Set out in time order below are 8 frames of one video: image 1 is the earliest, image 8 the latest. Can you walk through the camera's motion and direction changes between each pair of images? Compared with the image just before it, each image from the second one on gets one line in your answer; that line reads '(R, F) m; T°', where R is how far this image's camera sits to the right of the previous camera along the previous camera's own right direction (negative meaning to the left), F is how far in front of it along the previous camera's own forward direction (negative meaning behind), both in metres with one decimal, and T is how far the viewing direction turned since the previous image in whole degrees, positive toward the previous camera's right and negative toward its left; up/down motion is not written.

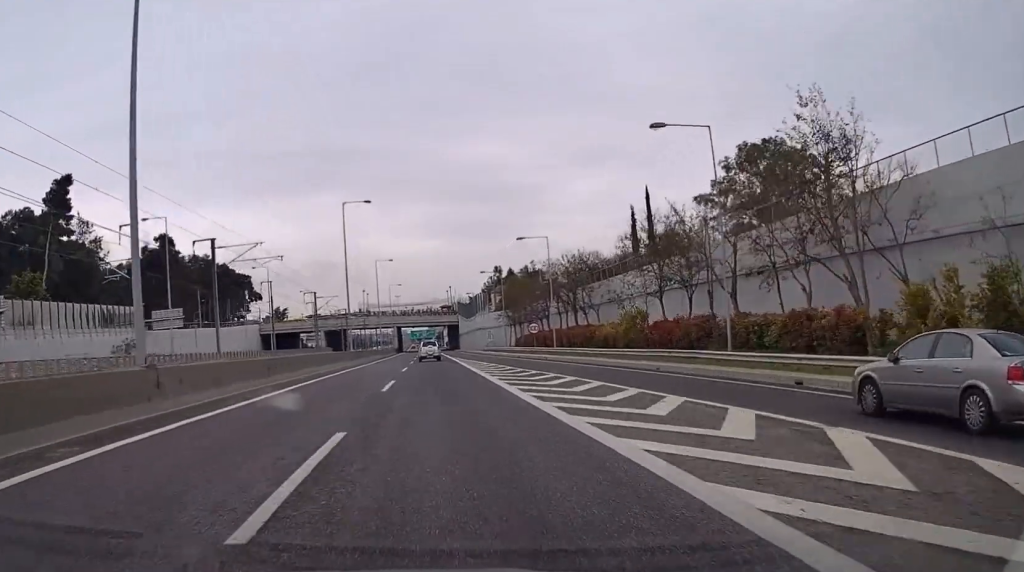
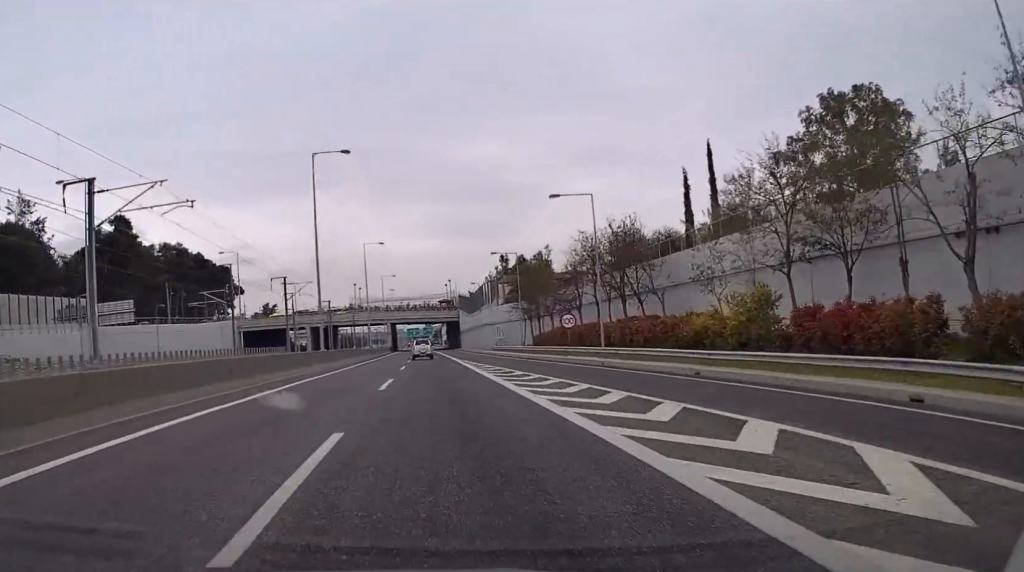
(0.0, +18.7) m; 0°
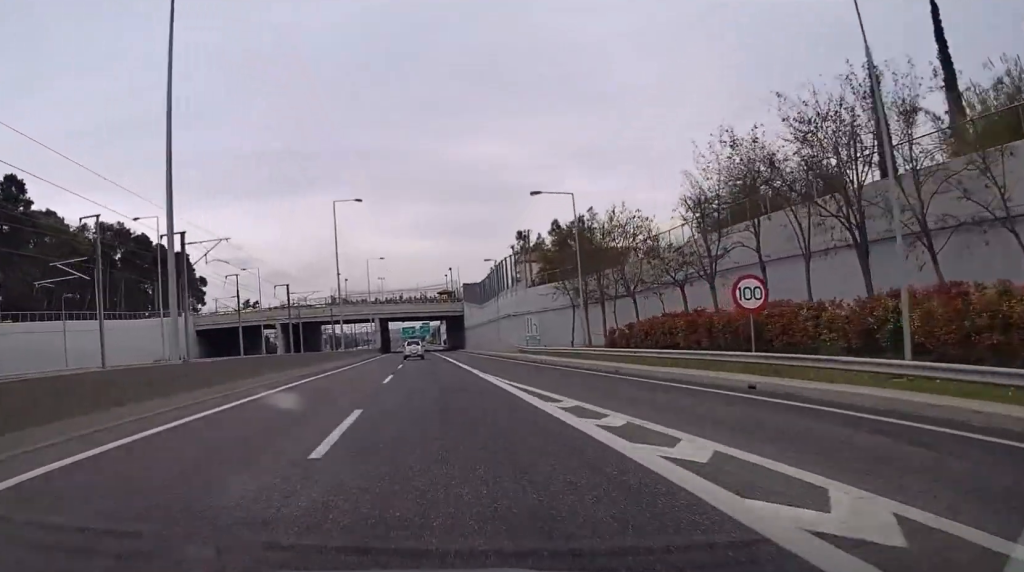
(0.0, +31.7) m; 0°
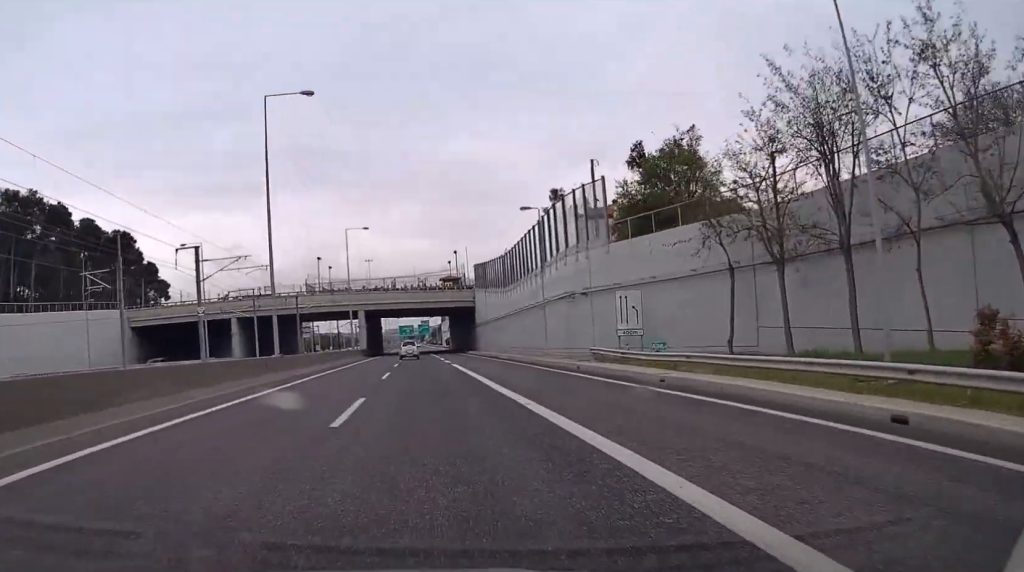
(+0.2, +32.7) m; 0°
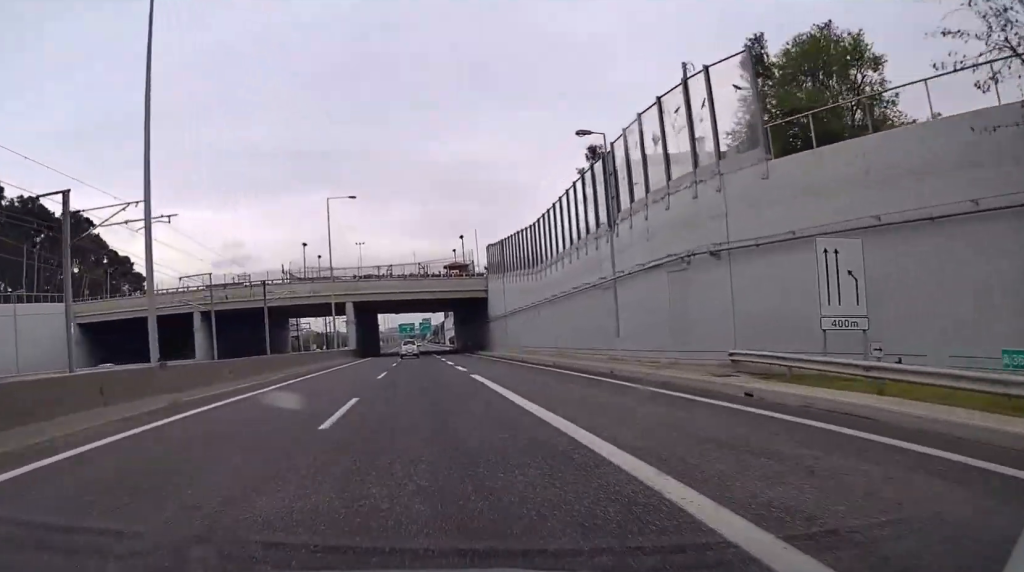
(0.0, +18.8) m; 0°
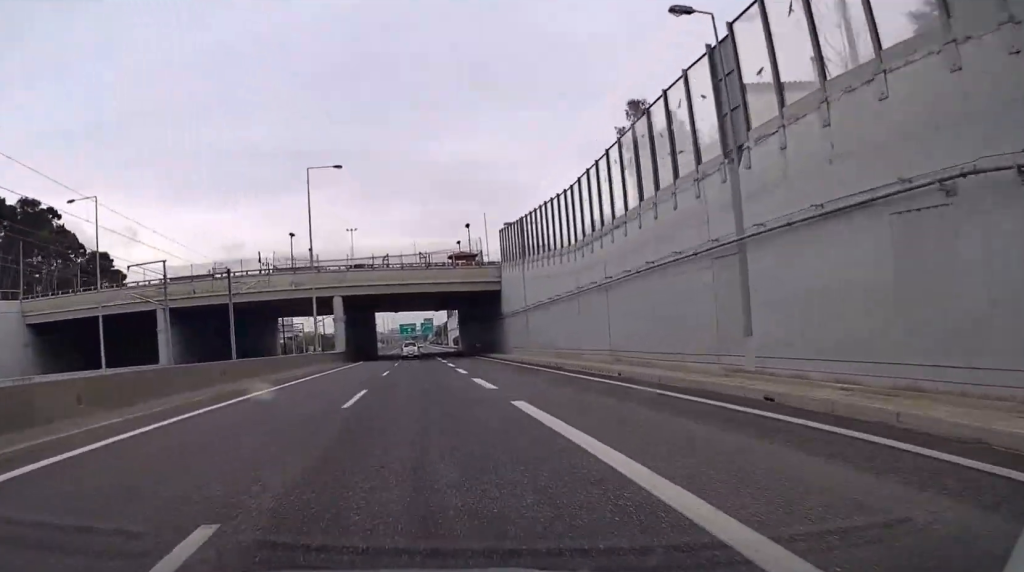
(0.0, +12.9) m; 0°
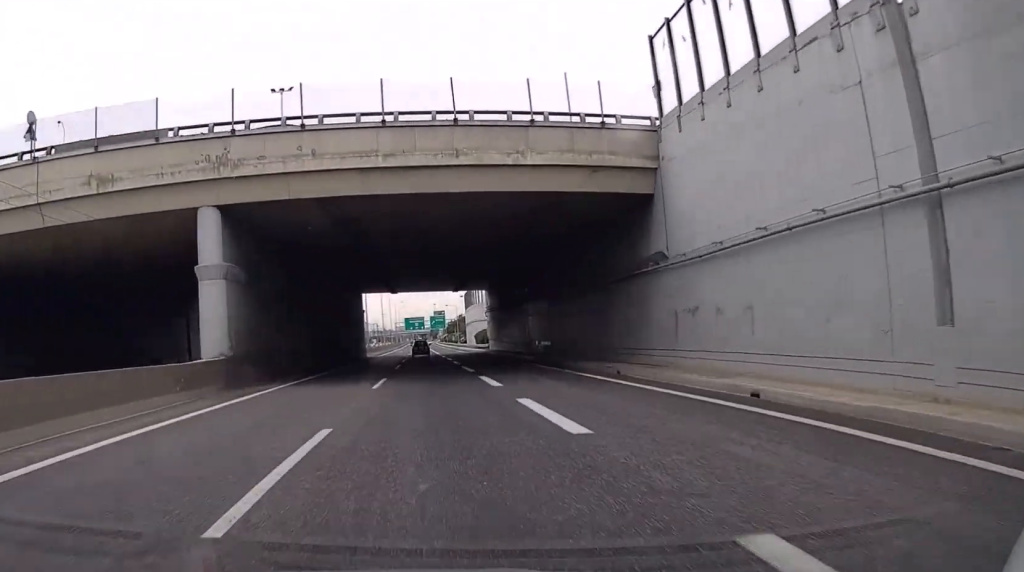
(-0.2, +47.5) m; -1°
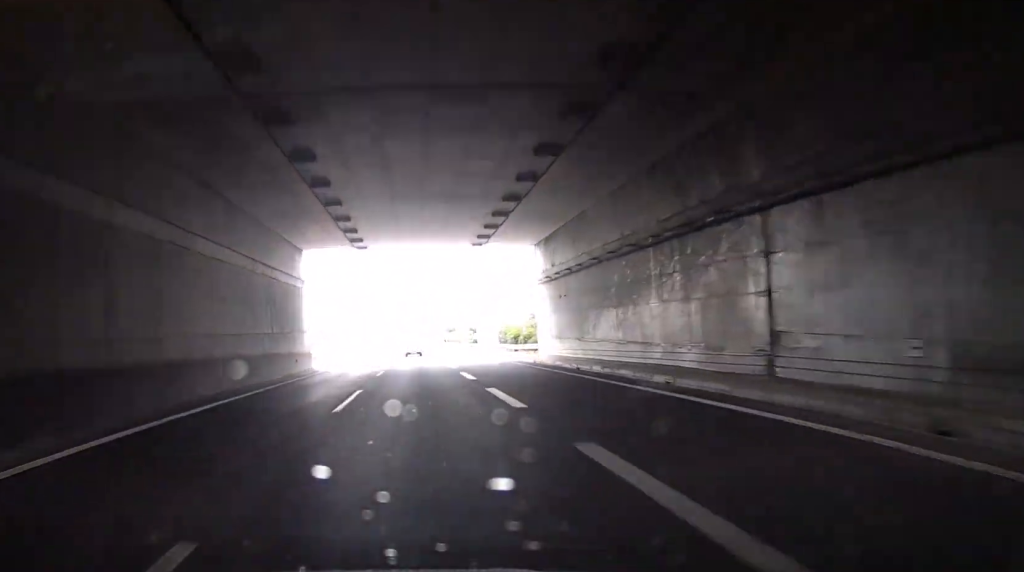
(-0.3, +43.5) m; -1°
